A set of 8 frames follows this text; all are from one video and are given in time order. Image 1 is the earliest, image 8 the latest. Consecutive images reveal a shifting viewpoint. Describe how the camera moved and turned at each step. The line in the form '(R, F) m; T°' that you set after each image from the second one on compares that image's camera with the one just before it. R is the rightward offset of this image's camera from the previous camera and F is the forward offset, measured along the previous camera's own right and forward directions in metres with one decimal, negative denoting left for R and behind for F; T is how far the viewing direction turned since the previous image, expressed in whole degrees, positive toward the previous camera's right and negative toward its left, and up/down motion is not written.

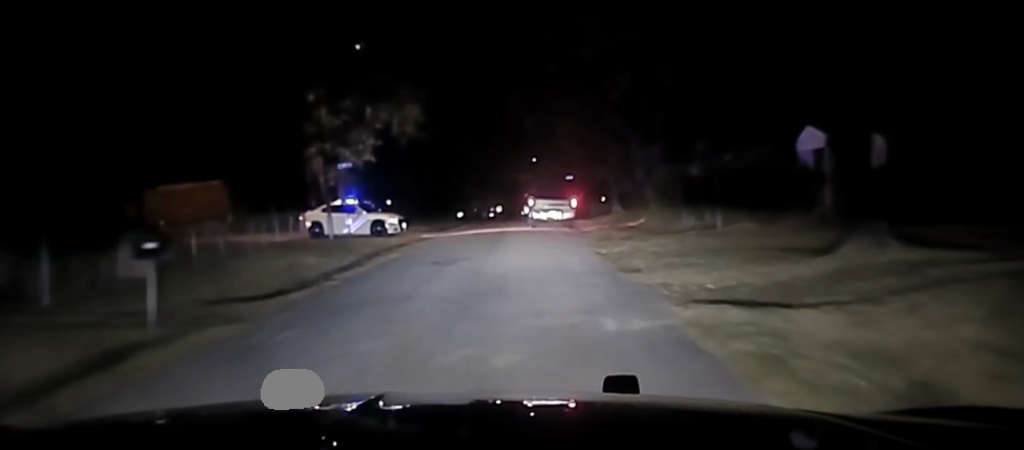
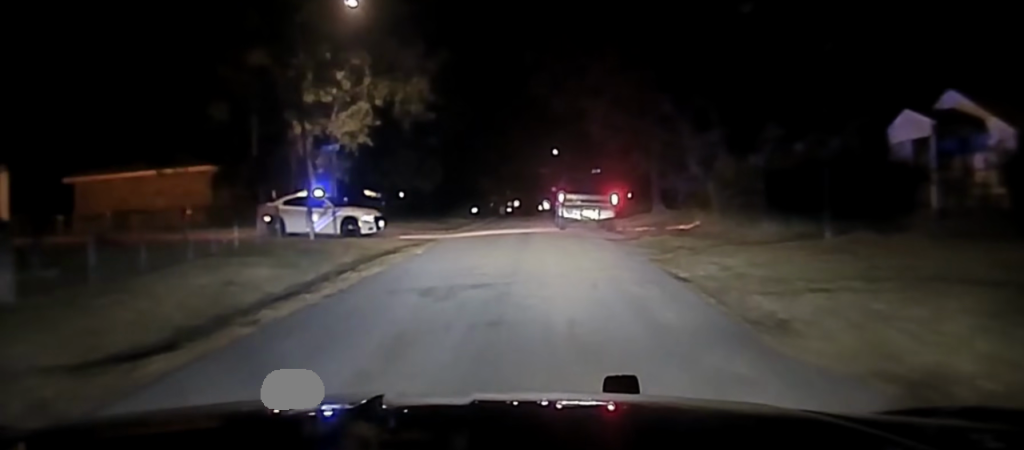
(-0.1, +8.0) m; -1°
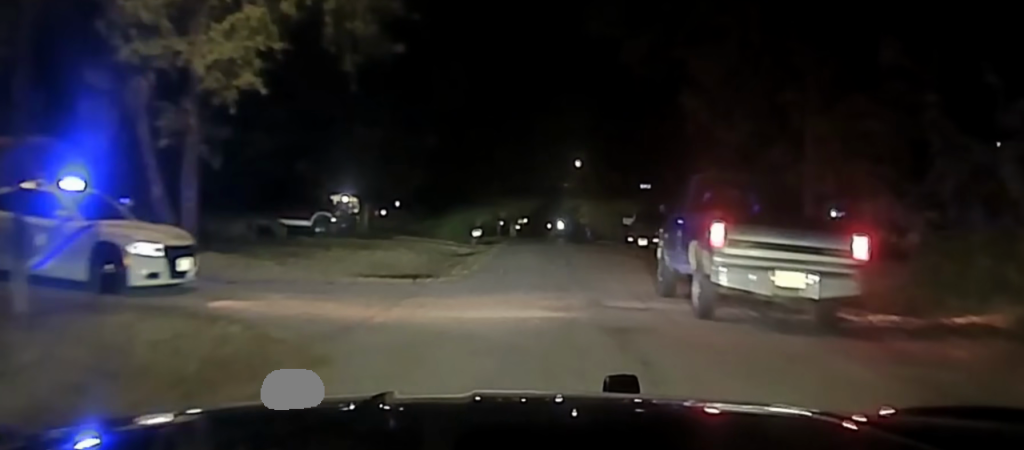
(-0.3, +22.2) m; +2°
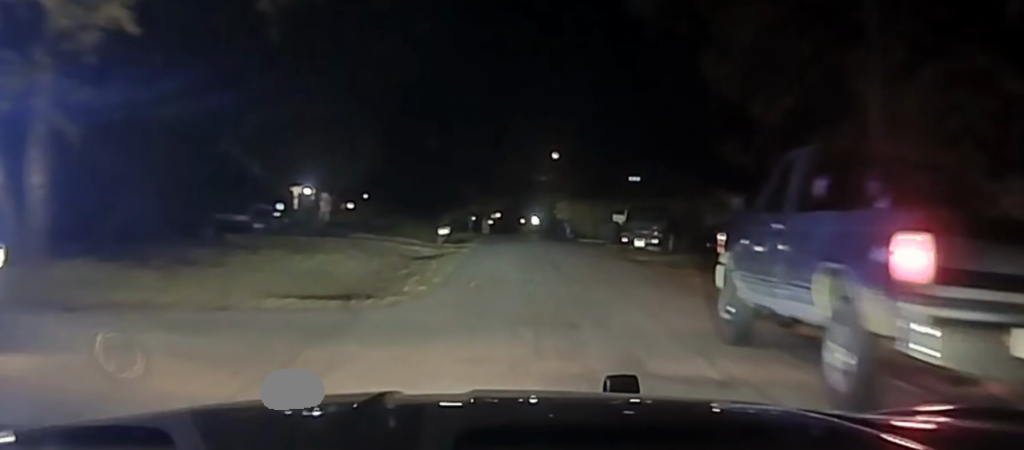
(+0.3, +6.0) m; +2°
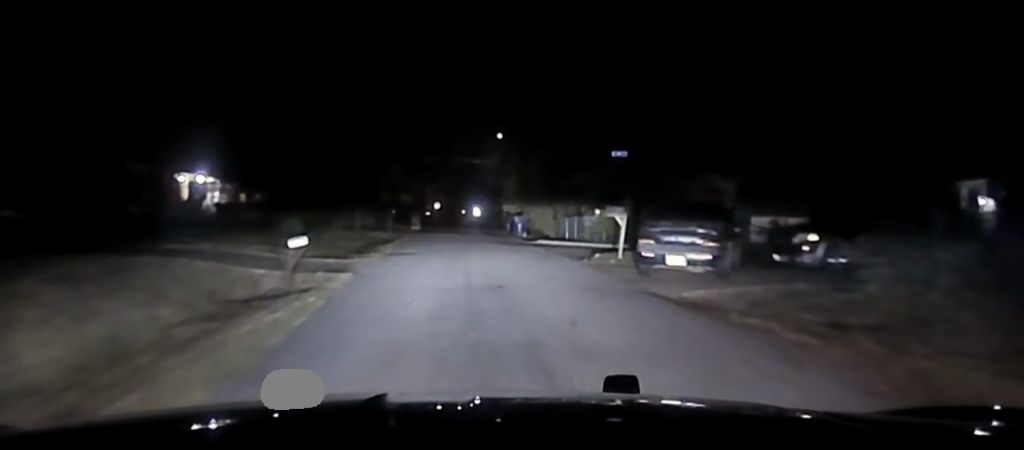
(+0.3, +15.7) m; +1°
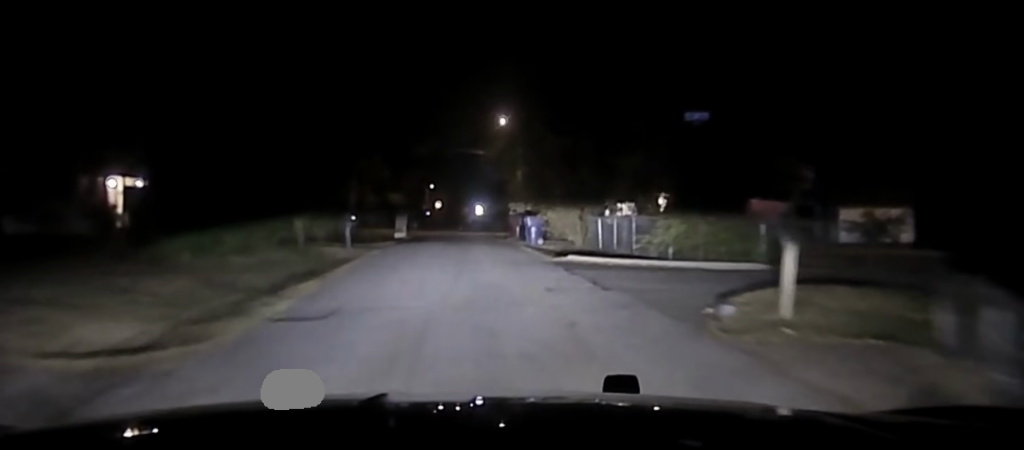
(0.0, +14.2) m; -2°
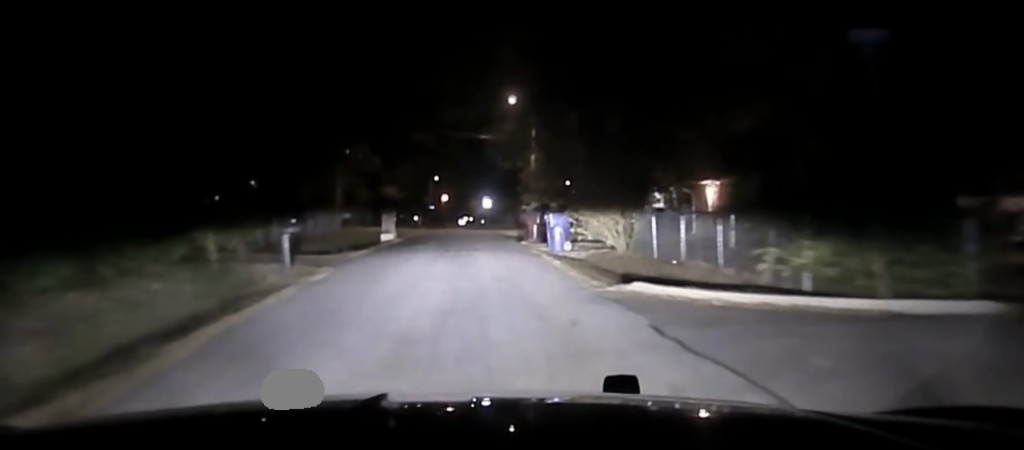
(-0.3, +10.6) m; 0°
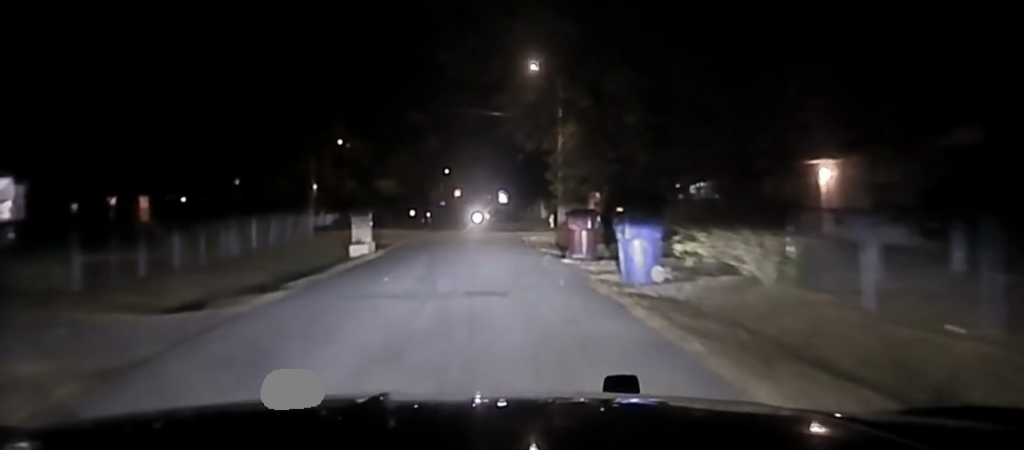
(+0.1, +13.5) m; 0°
